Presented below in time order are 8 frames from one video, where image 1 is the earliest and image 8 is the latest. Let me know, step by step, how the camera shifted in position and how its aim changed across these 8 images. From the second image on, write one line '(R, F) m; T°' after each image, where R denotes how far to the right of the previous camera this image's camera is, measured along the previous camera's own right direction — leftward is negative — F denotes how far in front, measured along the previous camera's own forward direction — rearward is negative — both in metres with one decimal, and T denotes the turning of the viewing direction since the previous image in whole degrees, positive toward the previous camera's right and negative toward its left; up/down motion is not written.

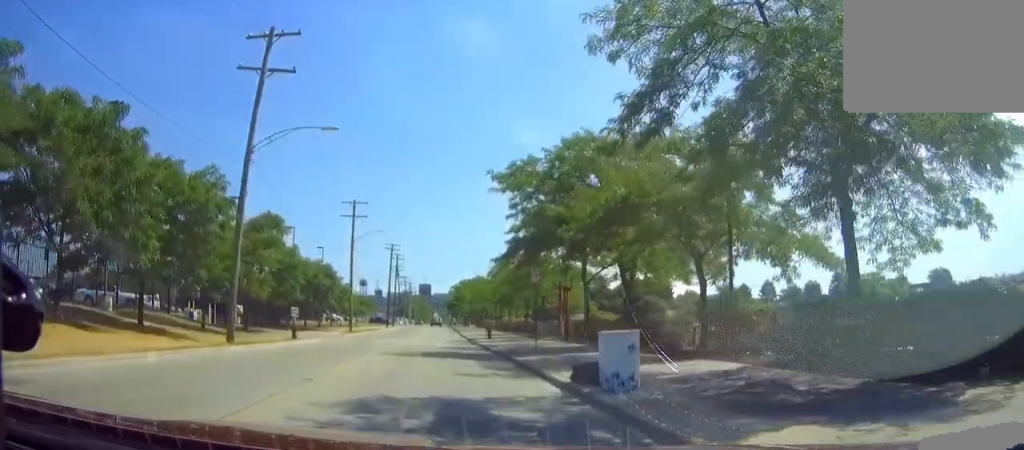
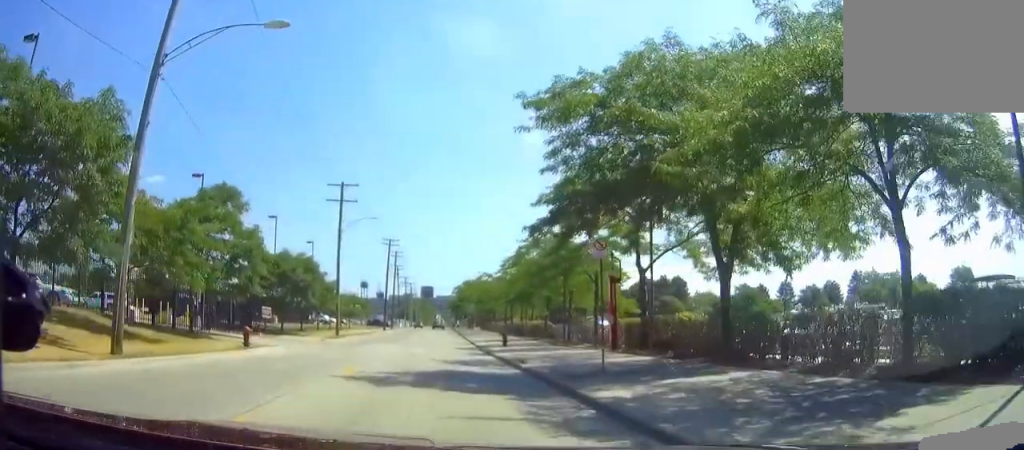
(-0.1, +9.3) m; -1°
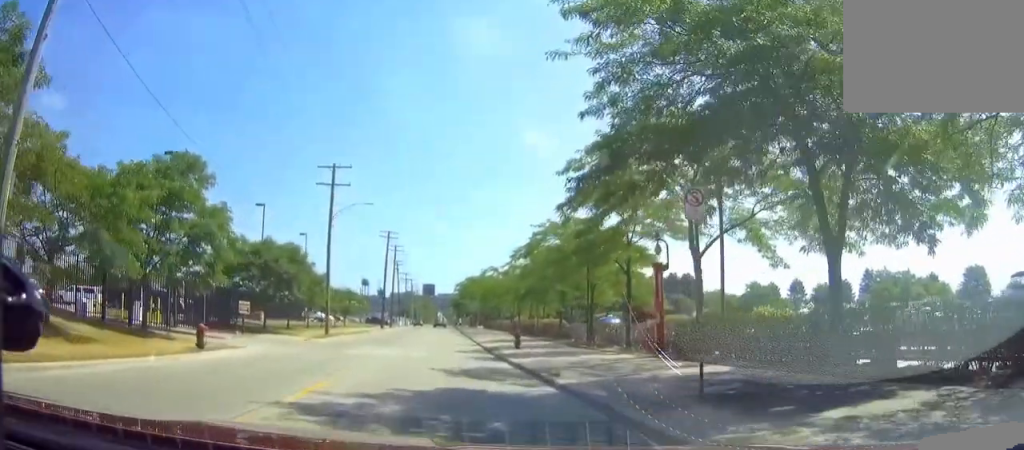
(0.0, +5.5) m; 0°
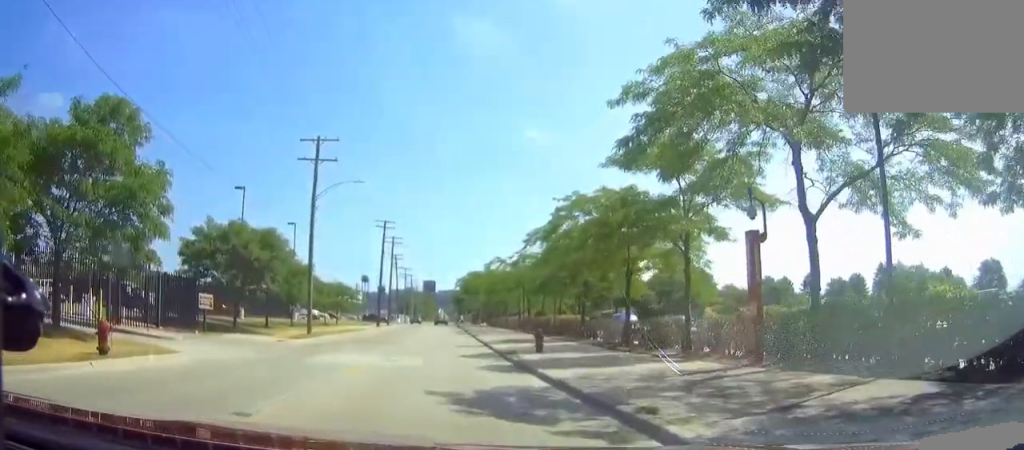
(0.0, +7.0) m; 0°
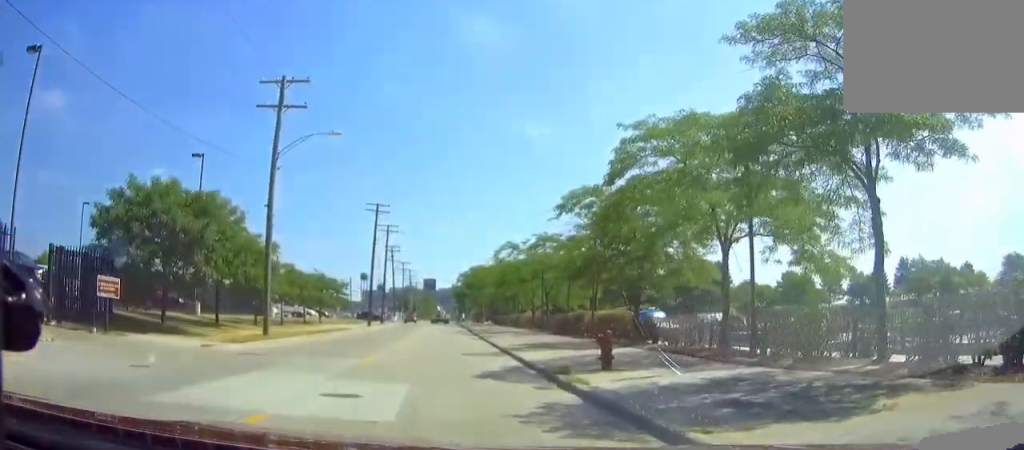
(0.0, +10.2) m; 0°
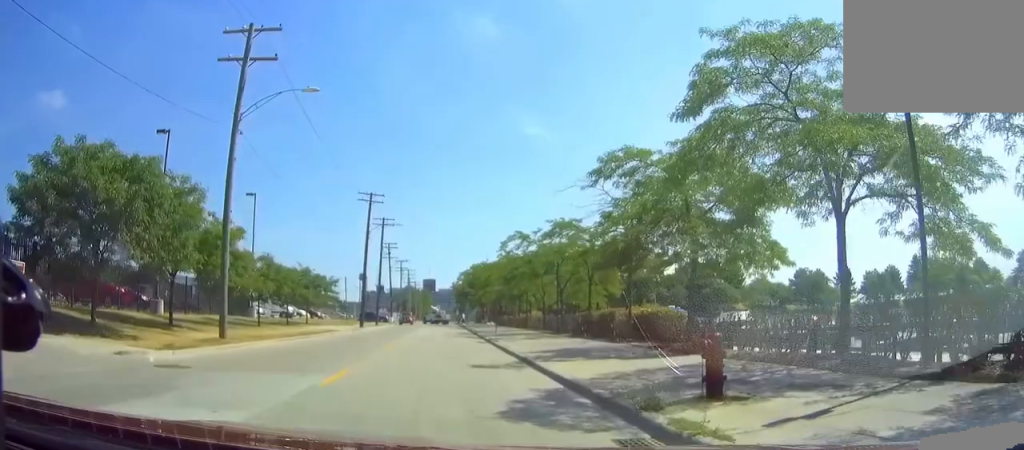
(0.0, +5.9) m; 0°
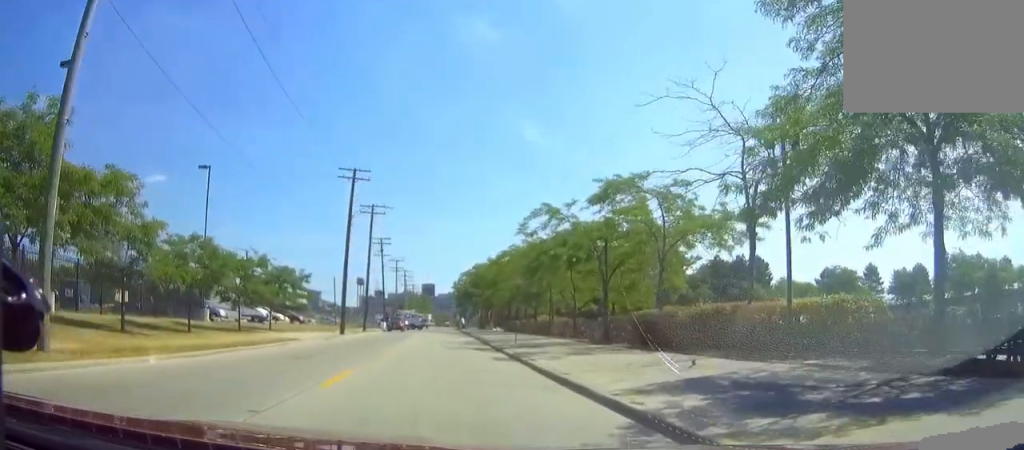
(0.0, +12.3) m; 0°
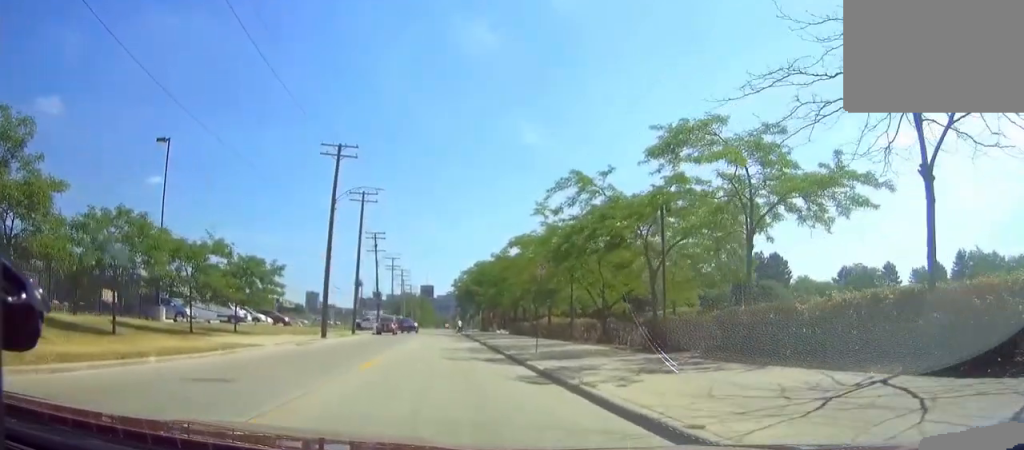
(0.0, +7.5) m; 0°
